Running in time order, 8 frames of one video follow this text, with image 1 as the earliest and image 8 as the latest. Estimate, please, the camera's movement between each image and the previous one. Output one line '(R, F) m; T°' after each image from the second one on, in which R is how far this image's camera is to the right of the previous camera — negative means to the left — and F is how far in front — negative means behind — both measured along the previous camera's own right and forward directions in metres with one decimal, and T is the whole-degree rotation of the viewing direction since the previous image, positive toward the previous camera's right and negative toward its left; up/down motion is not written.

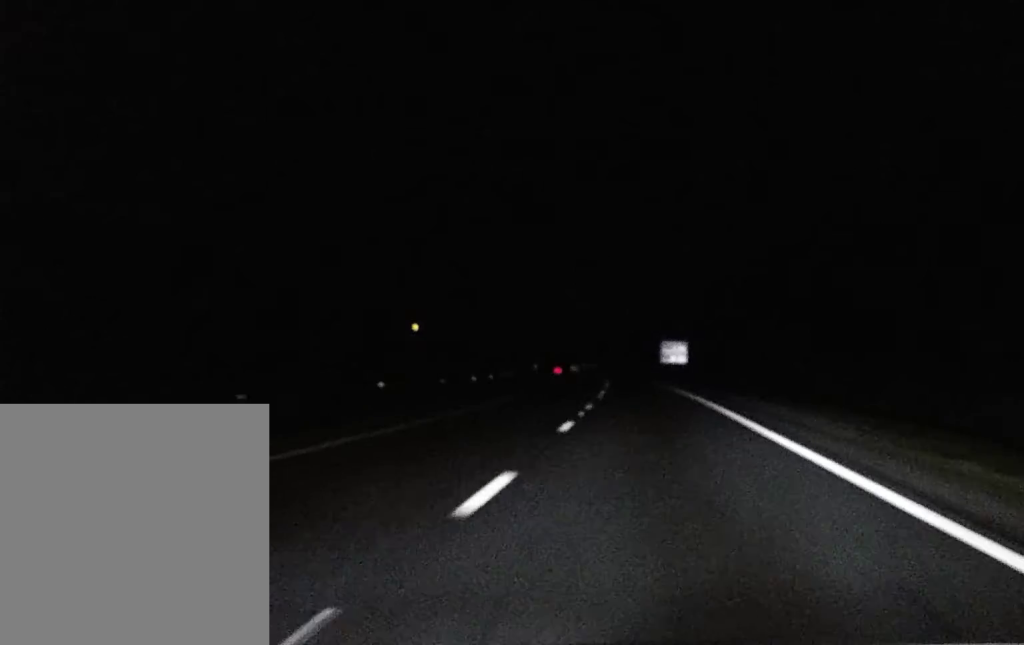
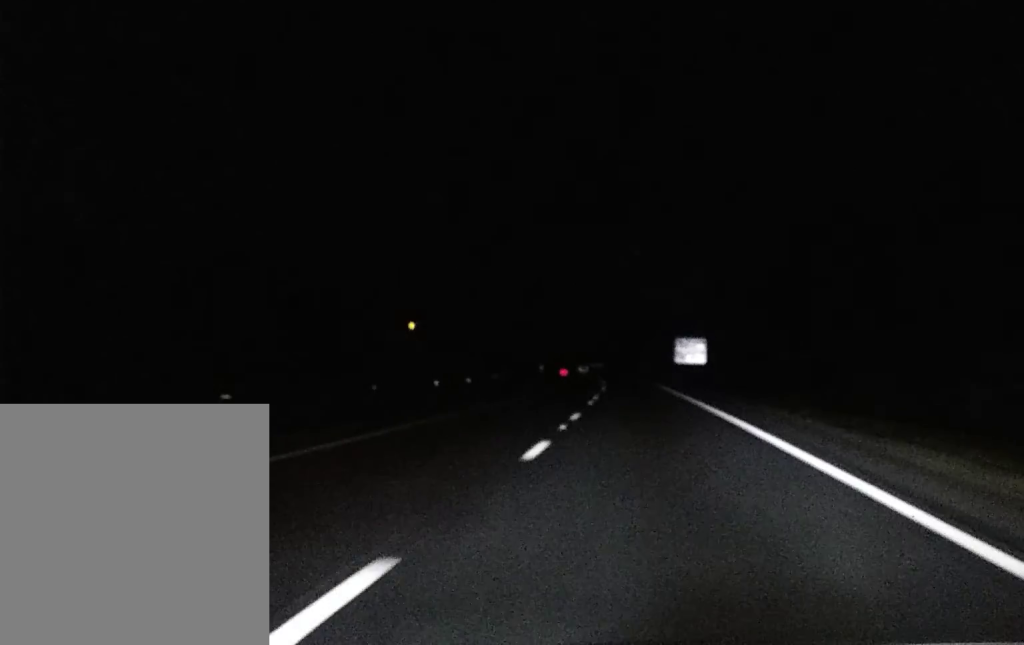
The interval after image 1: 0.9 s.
(-0.3, +30.0) m; -1°
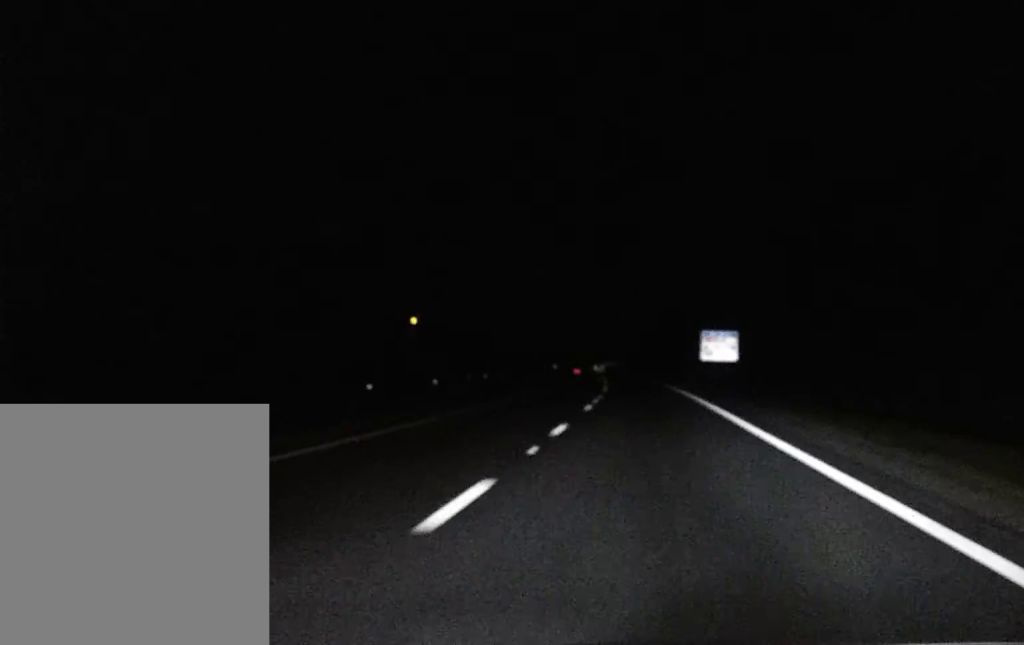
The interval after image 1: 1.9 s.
(-0.2, +30.1) m; 0°
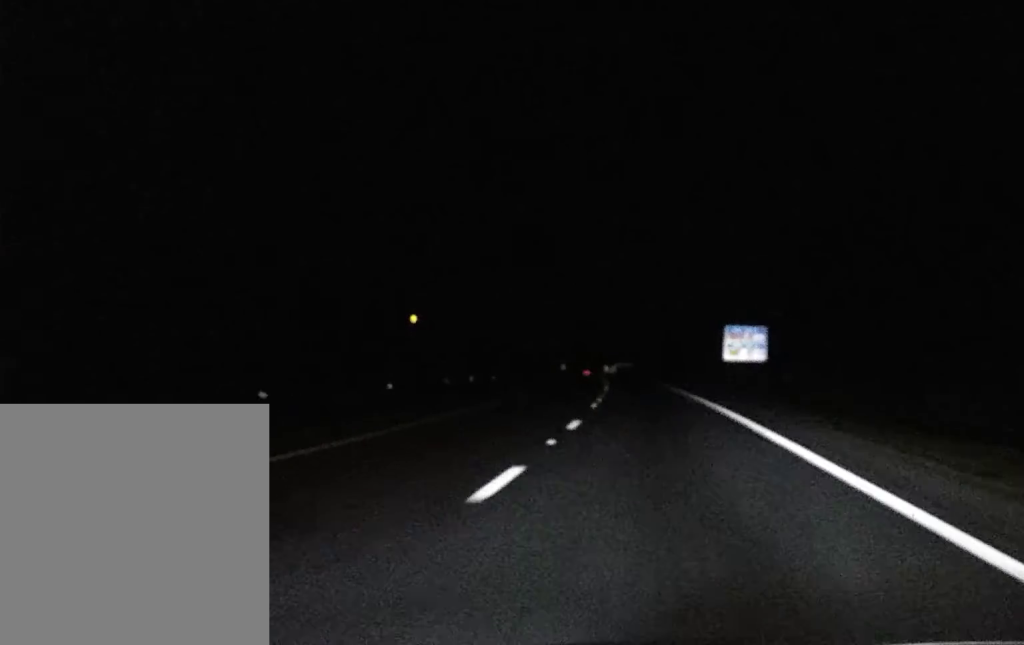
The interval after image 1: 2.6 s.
(0.0, +22.4) m; 0°
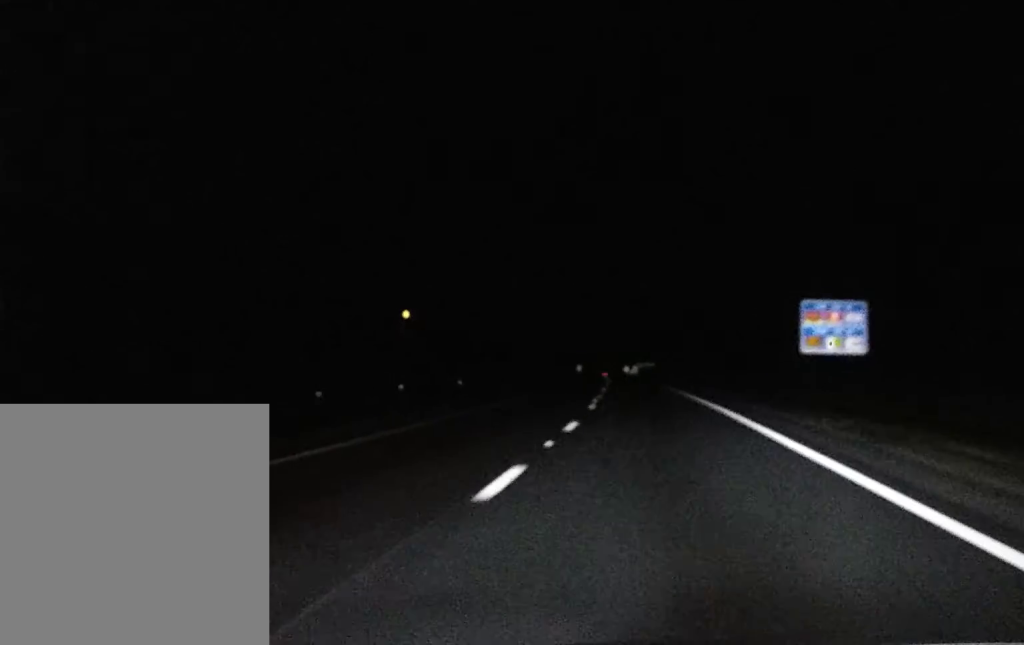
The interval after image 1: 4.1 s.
(-0.4, +46.6) m; -1°
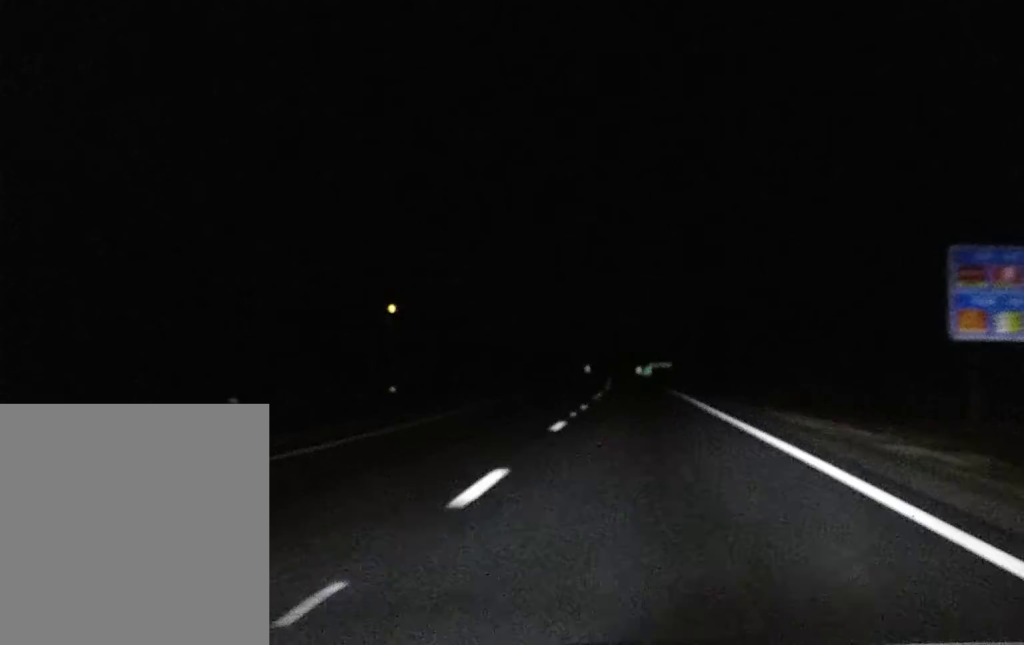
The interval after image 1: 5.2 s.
(-0.2, +34.4) m; -1°
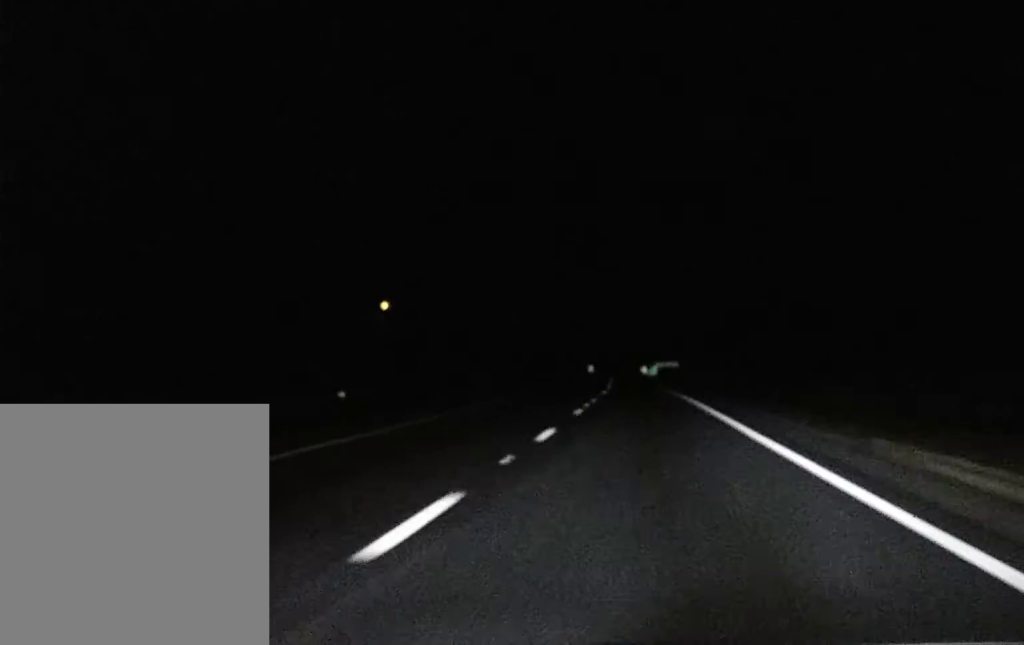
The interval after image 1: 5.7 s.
(0.0, +12.4) m; 0°
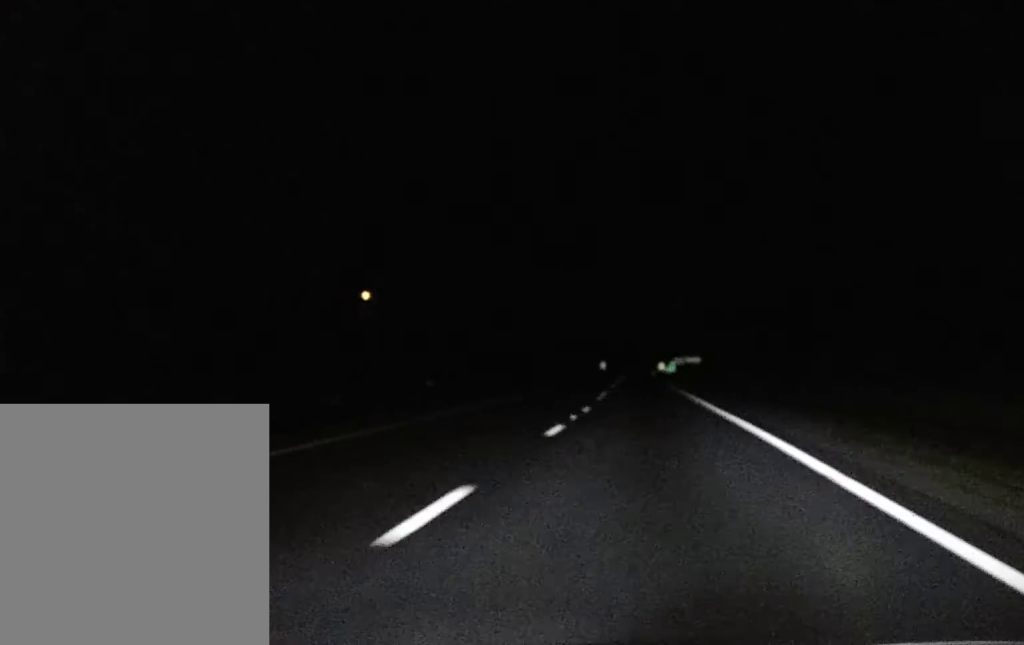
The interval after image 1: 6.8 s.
(-0.3, +30.9) m; -1°
